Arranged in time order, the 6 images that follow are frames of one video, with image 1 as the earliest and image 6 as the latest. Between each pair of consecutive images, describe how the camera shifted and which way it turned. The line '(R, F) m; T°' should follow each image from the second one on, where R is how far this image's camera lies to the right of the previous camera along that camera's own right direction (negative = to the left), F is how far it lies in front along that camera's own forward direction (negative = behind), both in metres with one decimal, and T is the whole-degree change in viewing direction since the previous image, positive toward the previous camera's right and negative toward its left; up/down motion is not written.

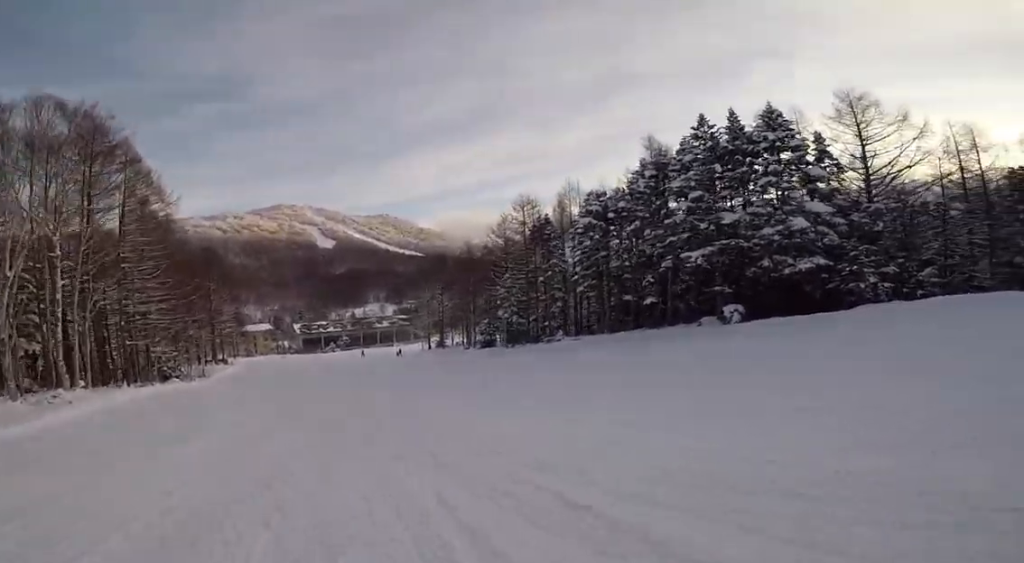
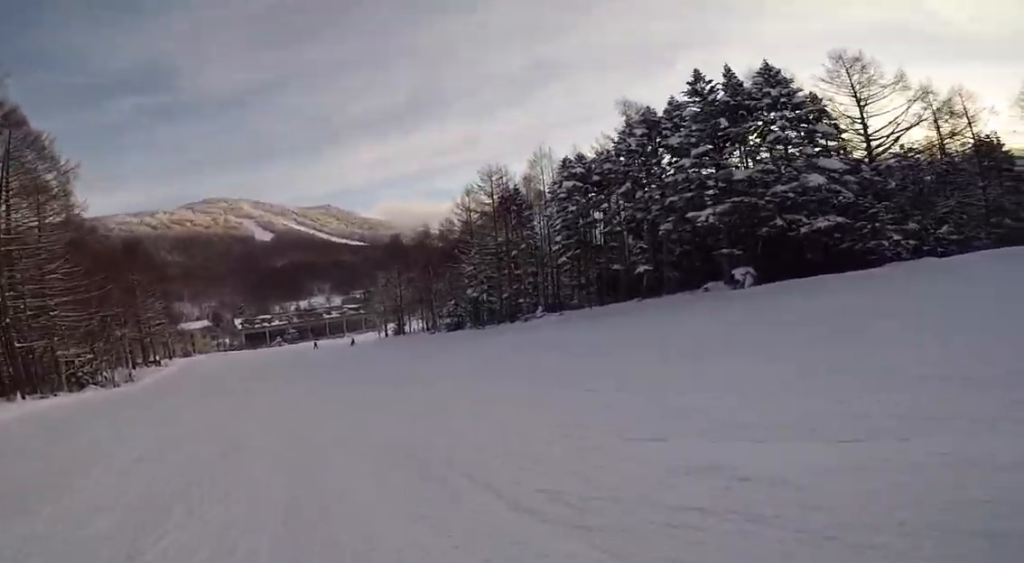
(+0.1, +3.7) m; +3°
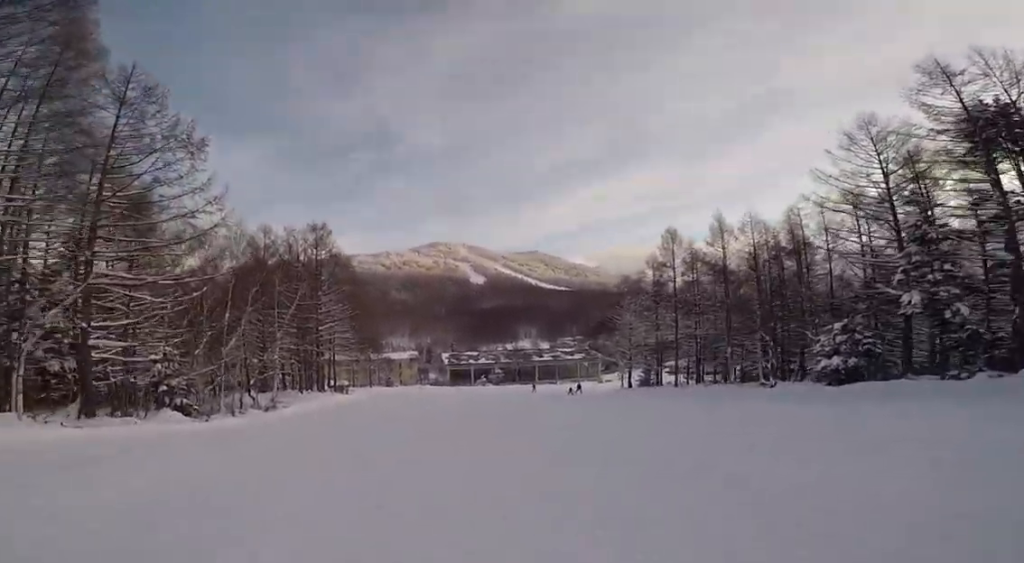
(-0.9, +18.7) m; -11°
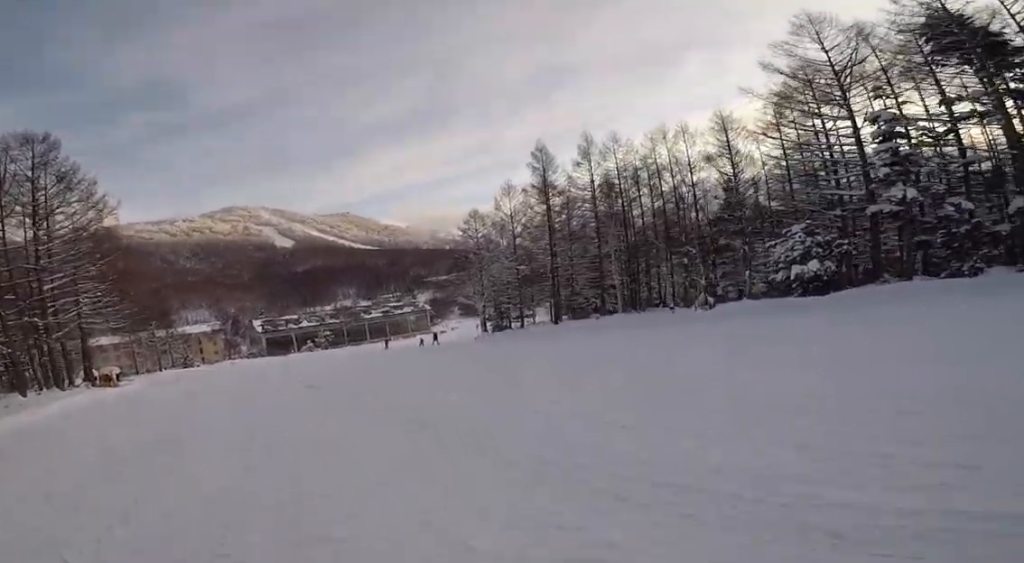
(+0.8, +11.6) m; +8°
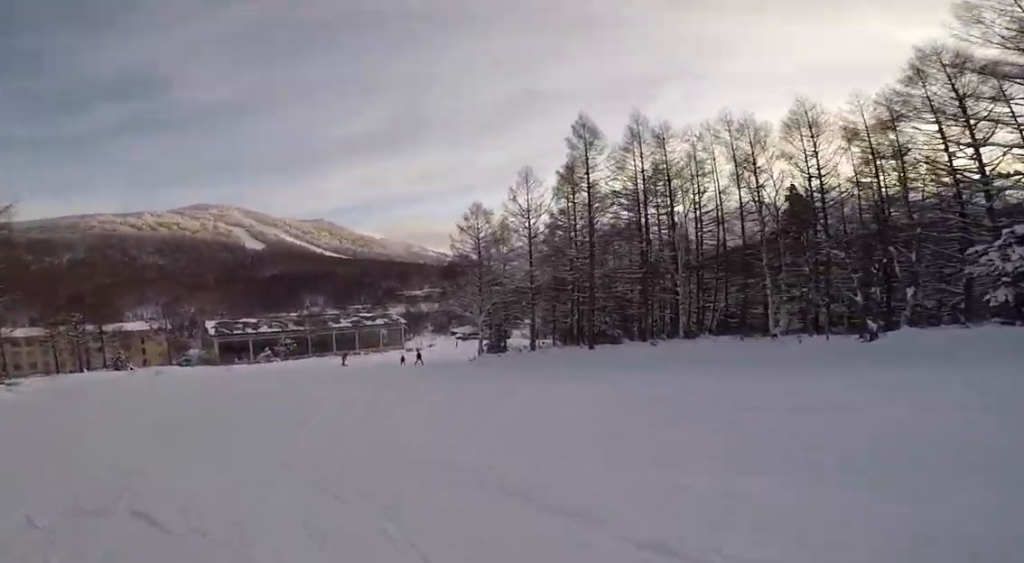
(+0.2, +10.8) m; +2°
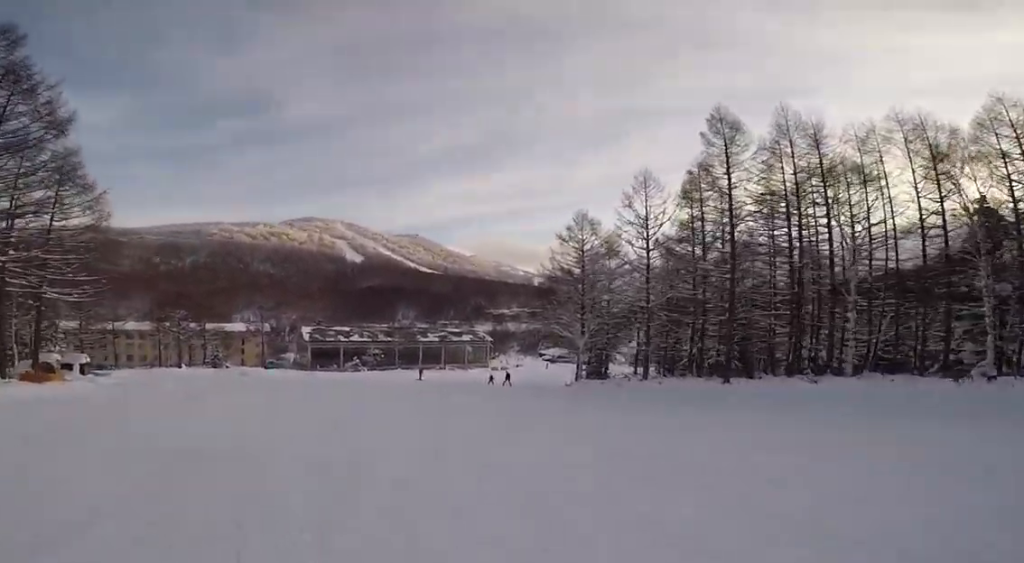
(-0.2, +4.0) m; +1°
